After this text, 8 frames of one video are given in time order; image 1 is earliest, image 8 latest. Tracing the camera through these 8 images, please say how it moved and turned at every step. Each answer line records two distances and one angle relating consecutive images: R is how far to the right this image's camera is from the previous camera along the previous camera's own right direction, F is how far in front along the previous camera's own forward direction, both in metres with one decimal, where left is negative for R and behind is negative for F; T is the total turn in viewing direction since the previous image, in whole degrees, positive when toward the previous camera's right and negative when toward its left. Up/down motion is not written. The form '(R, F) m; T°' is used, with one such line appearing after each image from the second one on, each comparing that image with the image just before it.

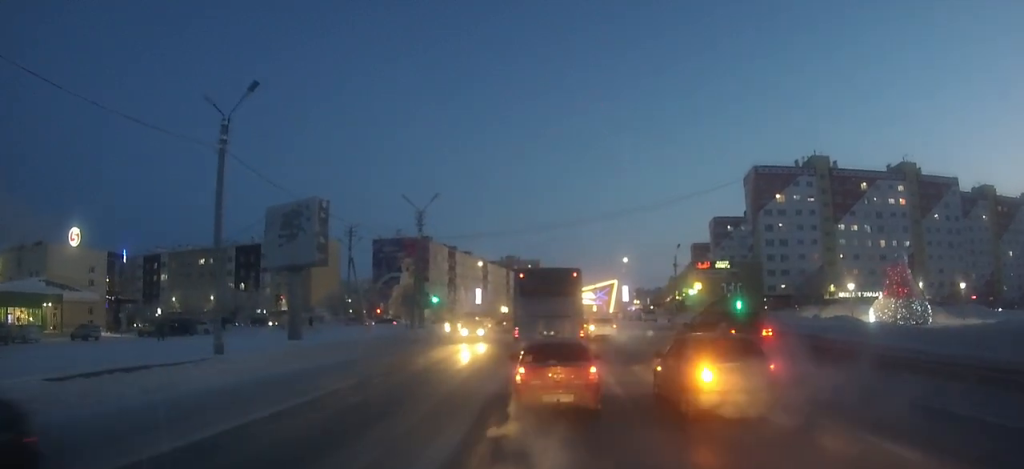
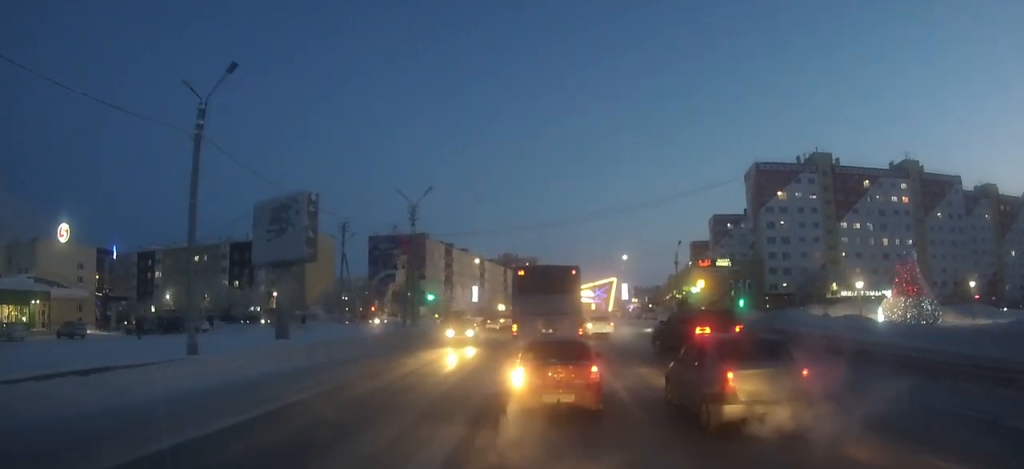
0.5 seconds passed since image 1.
(0.0, +1.6) m; +1°
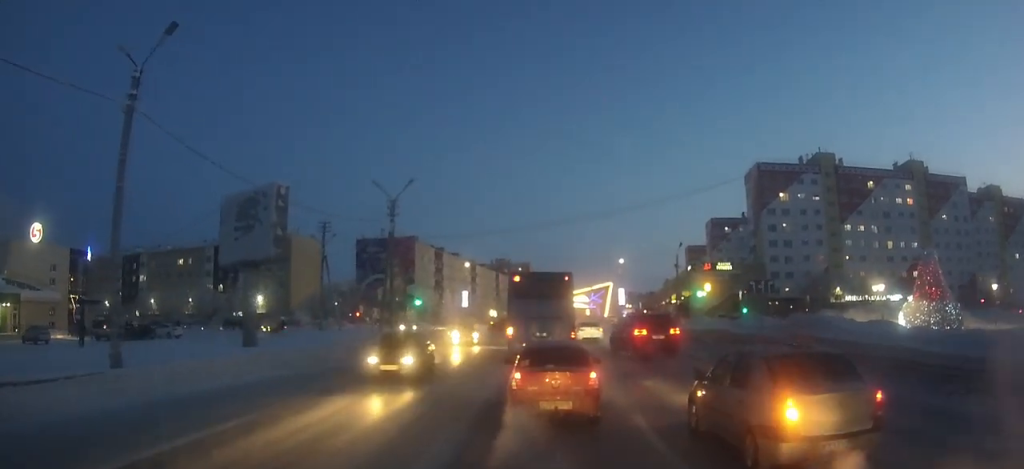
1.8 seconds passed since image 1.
(+0.1, +4.4) m; +2°
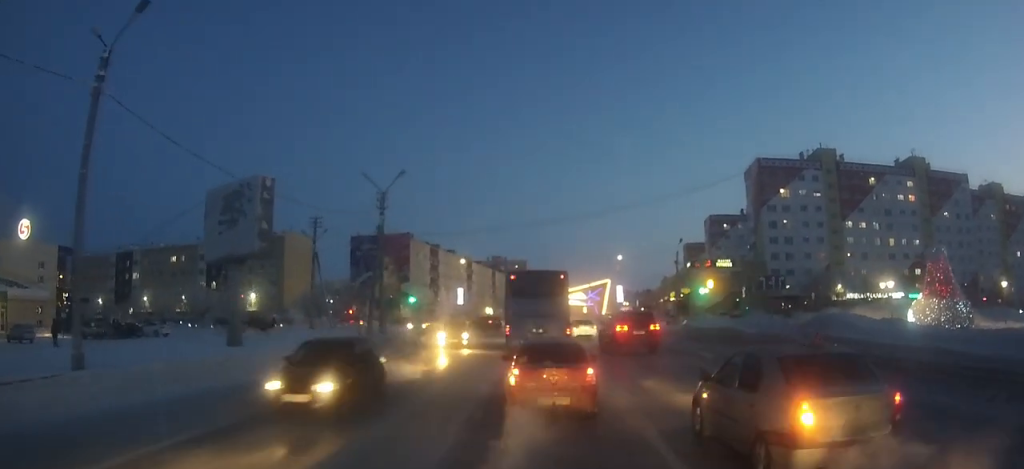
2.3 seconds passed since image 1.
(0.0, +1.9) m; +1°
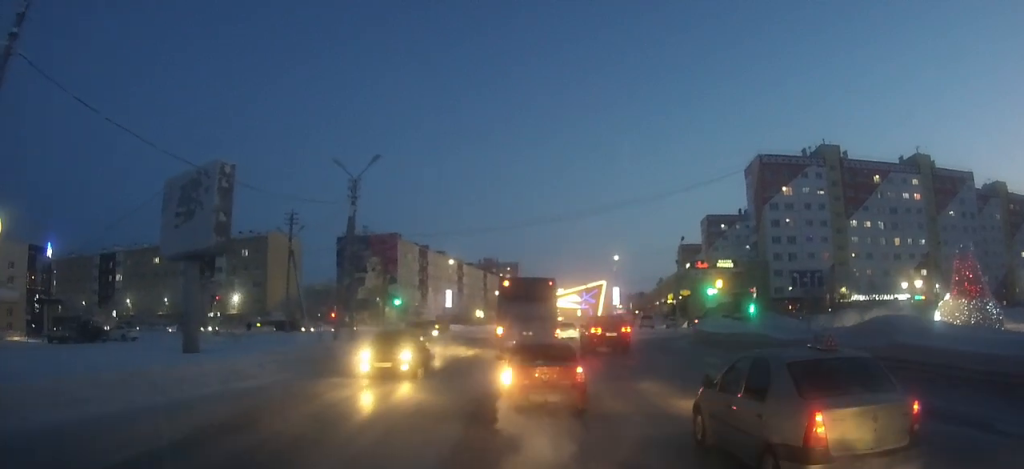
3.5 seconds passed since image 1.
(0.0, +4.7) m; +1°
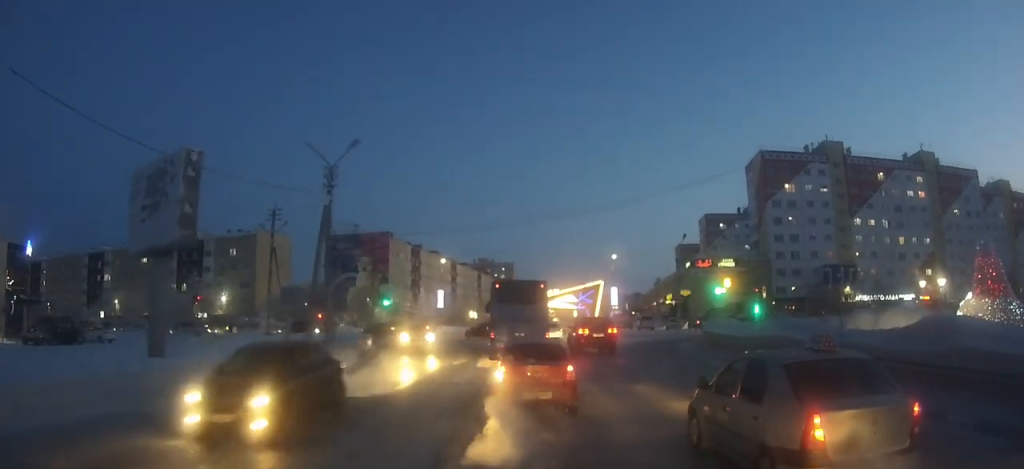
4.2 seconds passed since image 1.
(0.0, +3.2) m; 0°
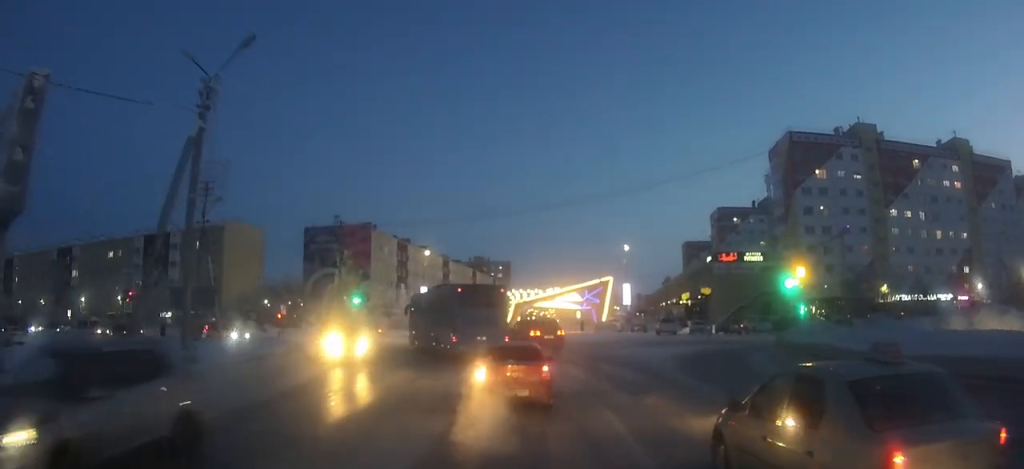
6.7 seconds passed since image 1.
(0.0, +11.9) m; -1°
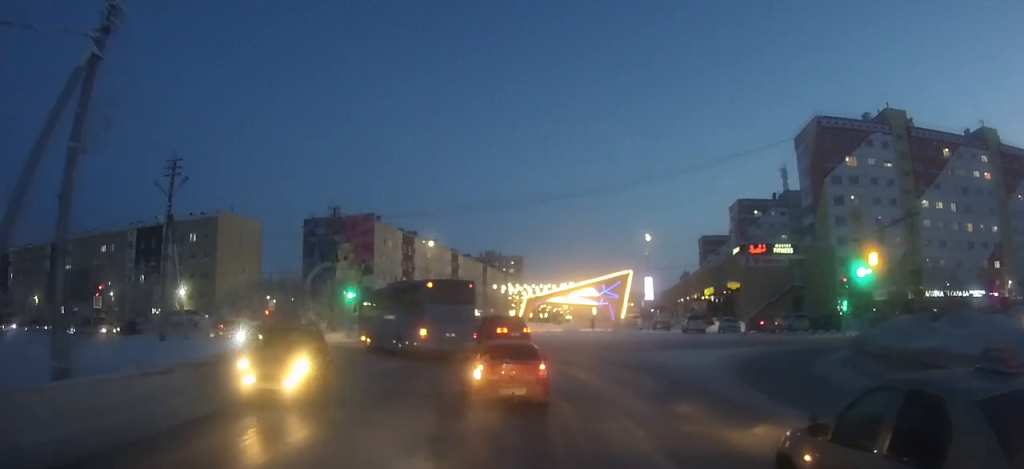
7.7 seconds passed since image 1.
(-0.1, +5.7) m; -2°
